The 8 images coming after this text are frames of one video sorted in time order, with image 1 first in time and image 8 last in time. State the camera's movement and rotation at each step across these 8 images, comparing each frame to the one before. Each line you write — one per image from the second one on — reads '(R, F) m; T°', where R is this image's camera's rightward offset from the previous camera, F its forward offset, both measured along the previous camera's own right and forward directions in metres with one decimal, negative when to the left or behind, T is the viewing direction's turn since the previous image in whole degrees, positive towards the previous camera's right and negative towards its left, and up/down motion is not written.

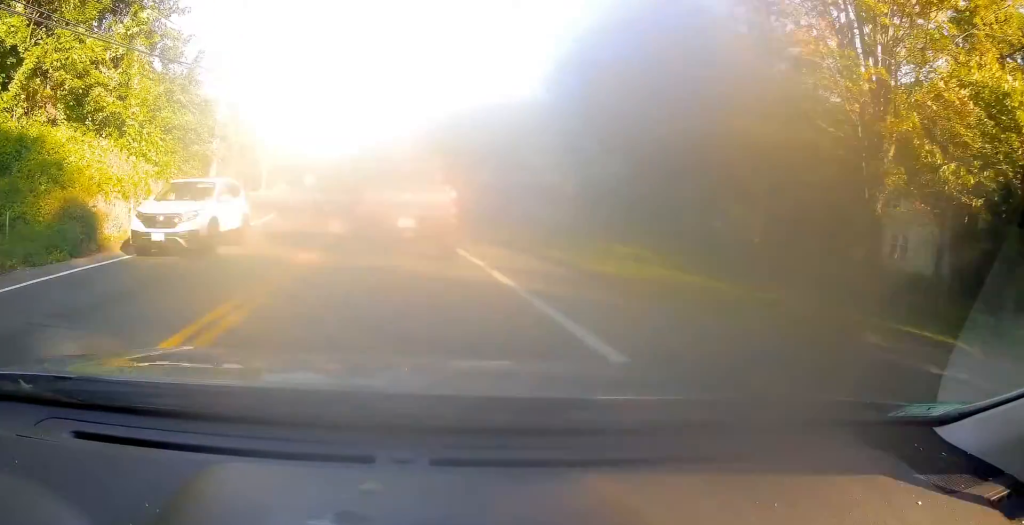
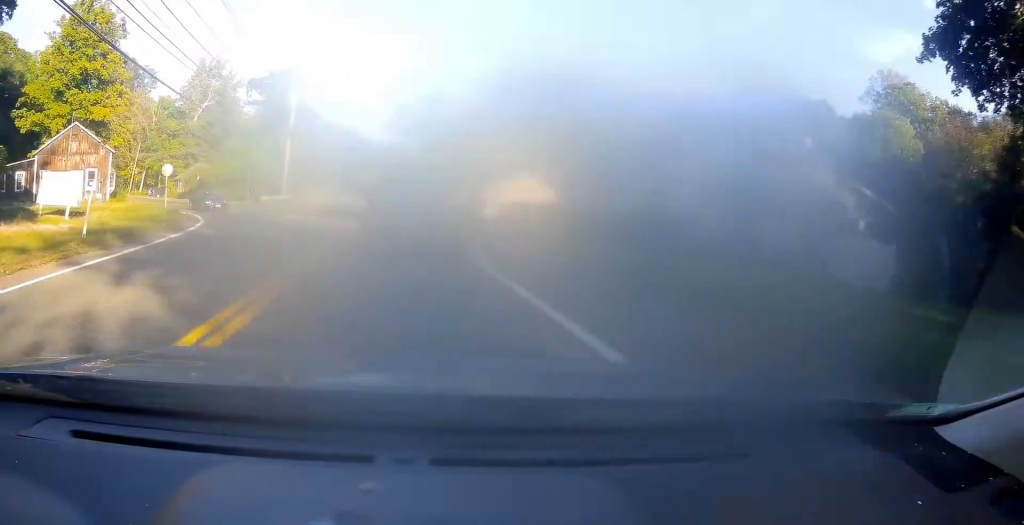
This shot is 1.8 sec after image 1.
(-2.7, +29.1) m; -8°
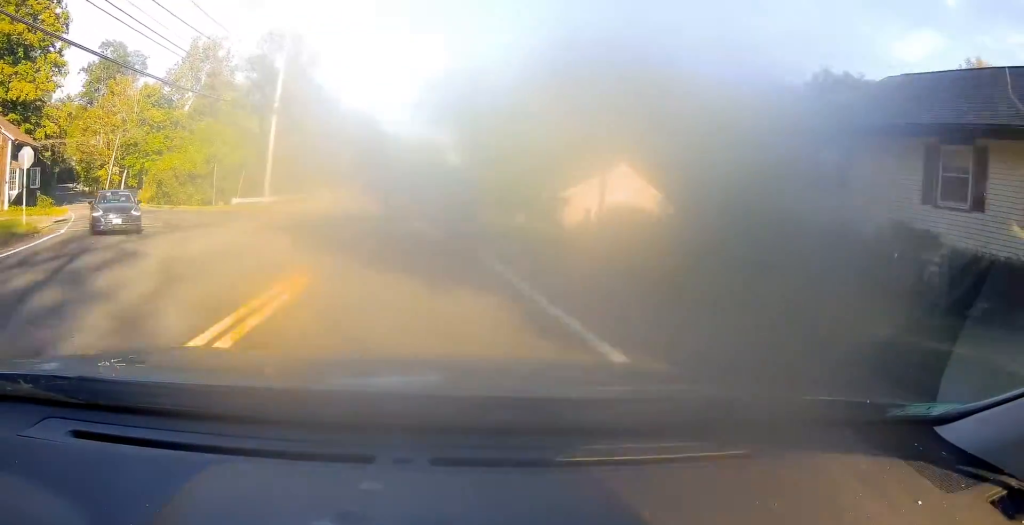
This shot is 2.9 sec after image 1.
(0.0, +17.6) m; 0°
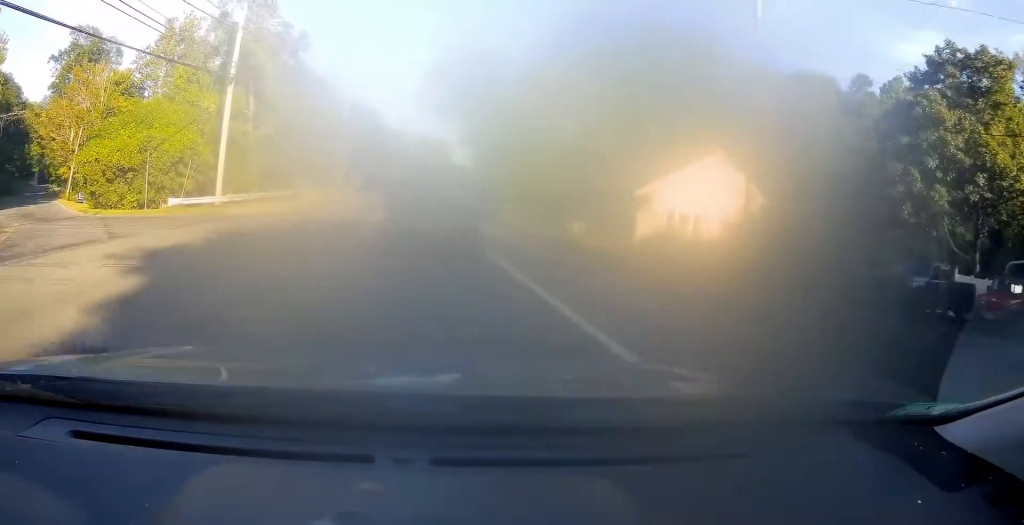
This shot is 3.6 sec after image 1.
(+0.2, +11.4) m; -1°
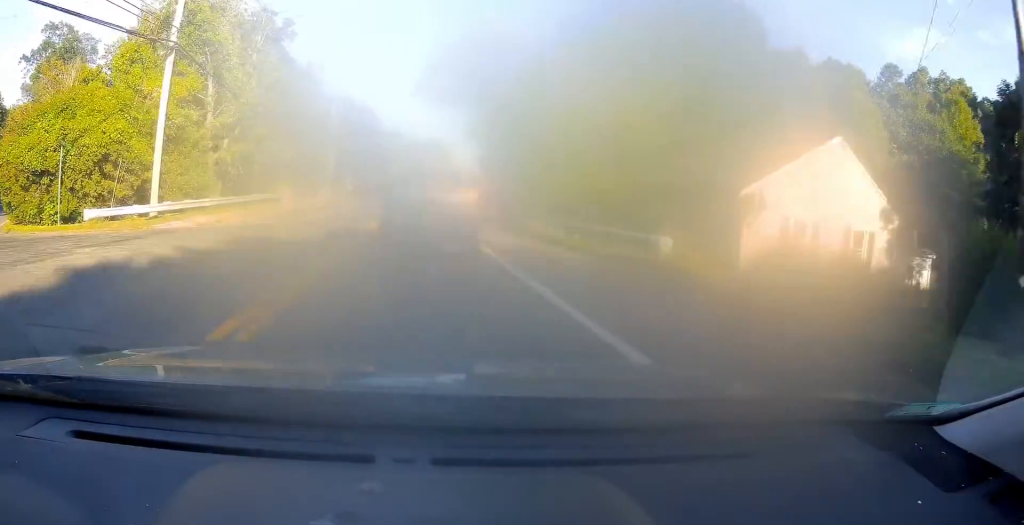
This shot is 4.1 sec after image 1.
(-0.4, +8.3) m; -2°
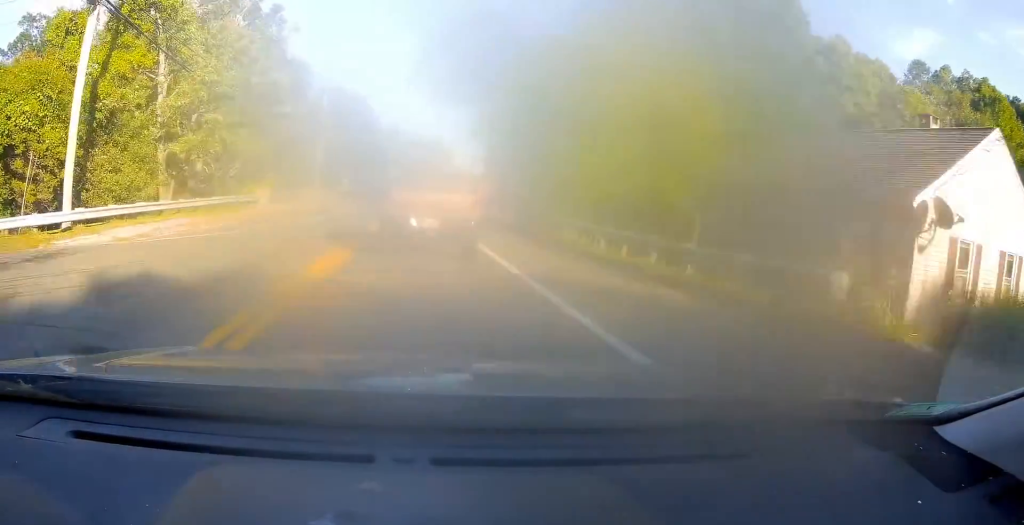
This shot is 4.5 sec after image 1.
(-0.1, +7.2) m; 0°
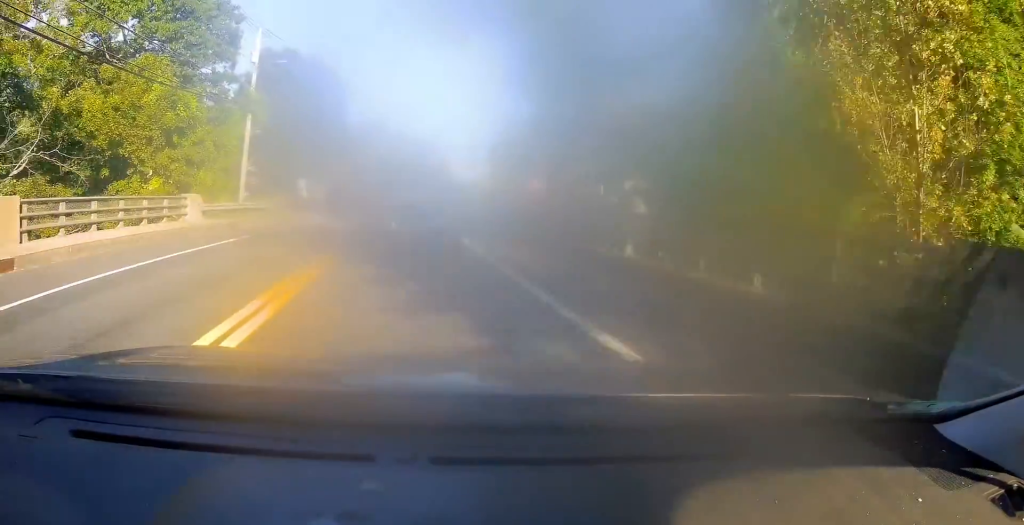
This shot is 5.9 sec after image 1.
(+0.9, +23.1) m; +4°
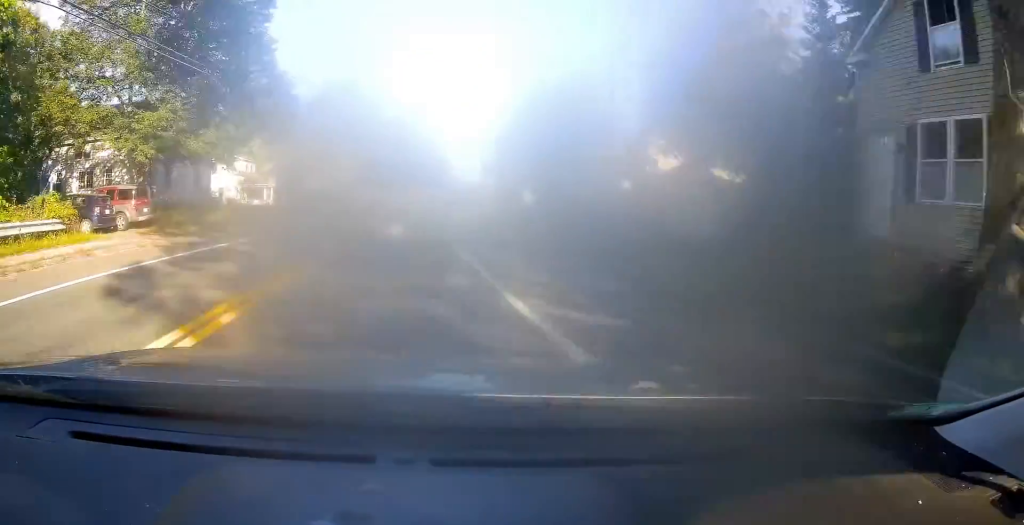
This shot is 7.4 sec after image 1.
(-0.2, +26.9) m; -4°
